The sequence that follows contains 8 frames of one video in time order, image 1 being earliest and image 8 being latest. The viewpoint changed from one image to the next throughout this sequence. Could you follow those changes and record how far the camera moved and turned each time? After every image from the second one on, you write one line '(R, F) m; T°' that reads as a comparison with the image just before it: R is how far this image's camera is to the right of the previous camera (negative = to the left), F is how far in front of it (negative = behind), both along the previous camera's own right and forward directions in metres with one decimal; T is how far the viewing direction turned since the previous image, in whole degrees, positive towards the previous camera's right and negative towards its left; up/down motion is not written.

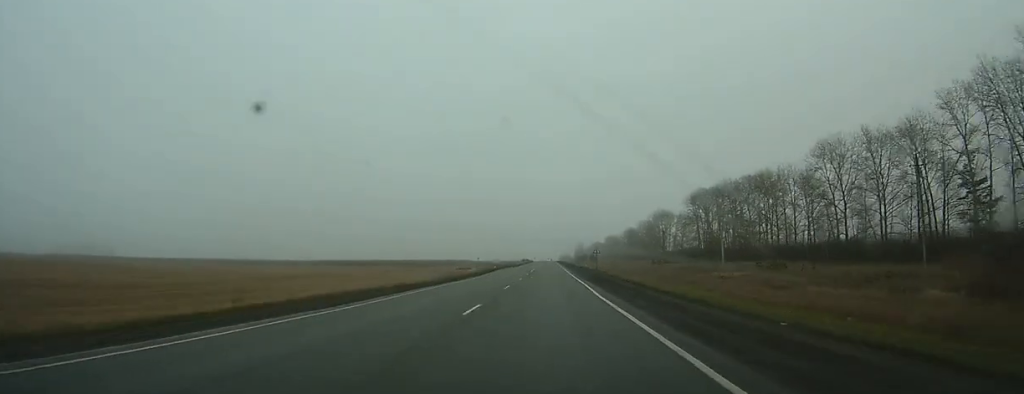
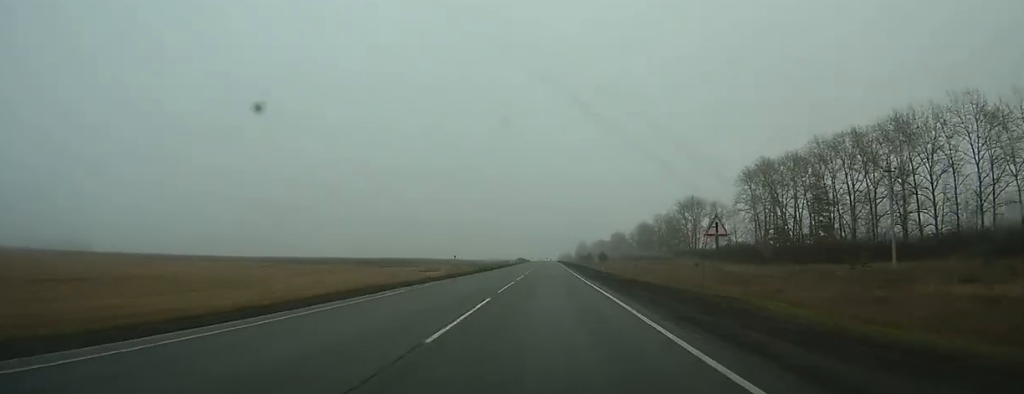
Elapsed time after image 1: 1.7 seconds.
(0.0, +53.1) m; 0°
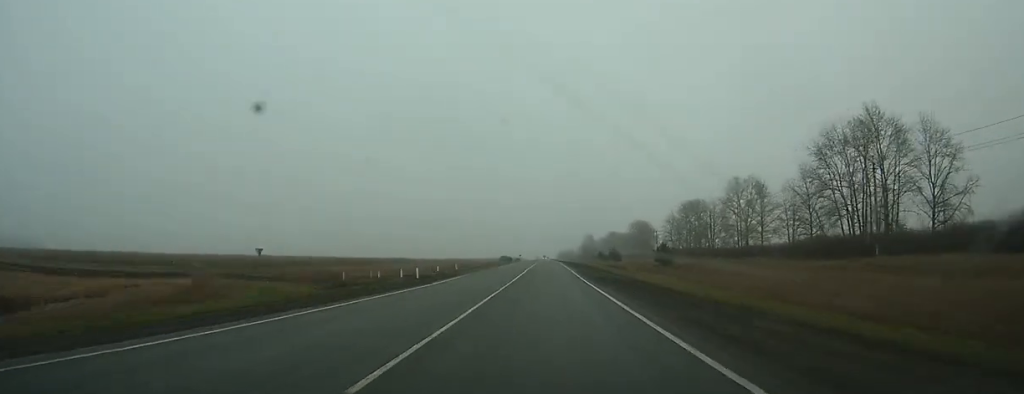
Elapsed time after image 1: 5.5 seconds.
(+0.1, +110.4) m; 0°
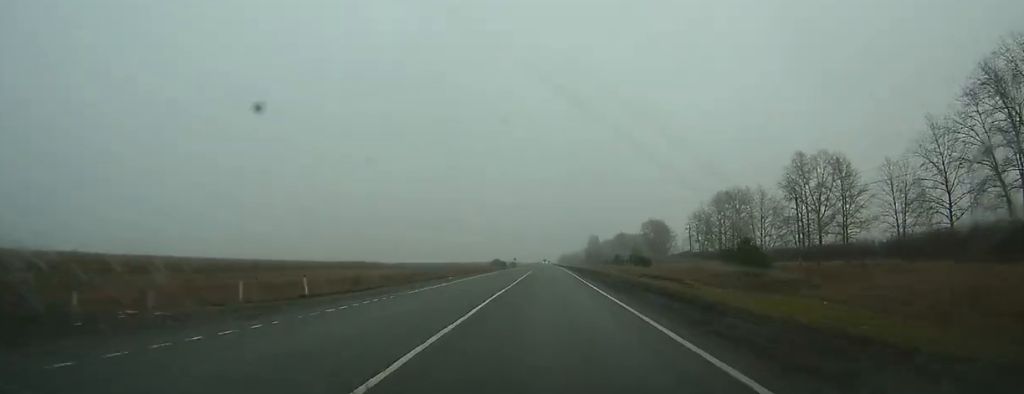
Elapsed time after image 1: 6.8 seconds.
(+0.1, +37.9) m; 0°
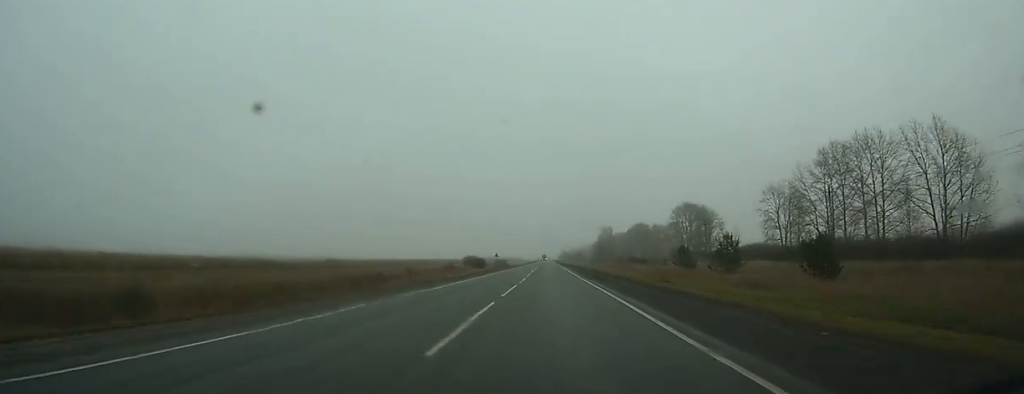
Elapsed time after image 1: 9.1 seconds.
(-0.1, +65.7) m; 0°
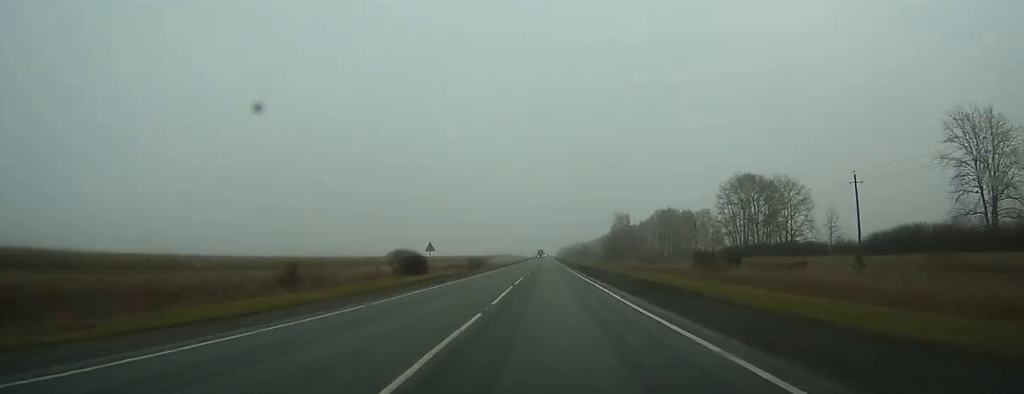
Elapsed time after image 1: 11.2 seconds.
(-0.1, +66.6) m; 0°
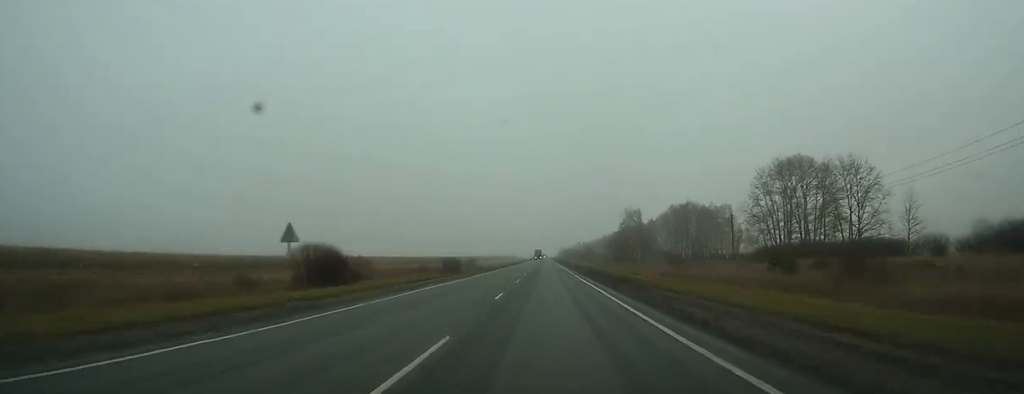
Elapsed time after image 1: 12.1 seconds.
(0.0, +29.3) m; 0°
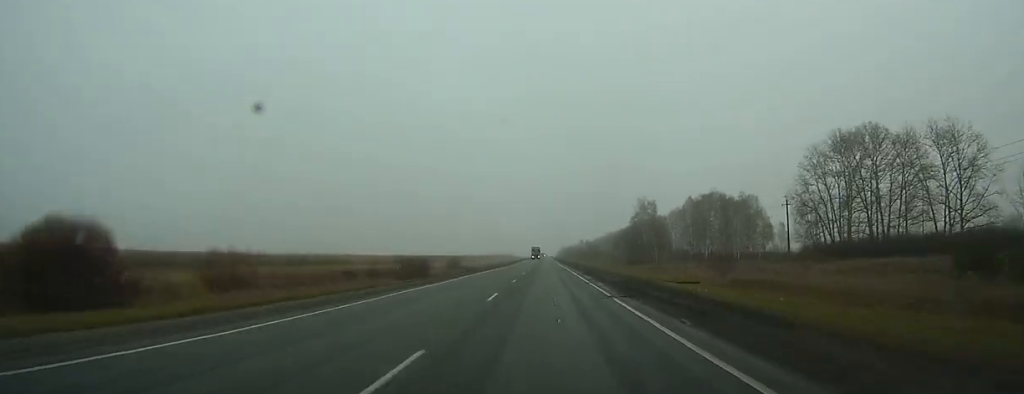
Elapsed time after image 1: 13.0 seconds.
(0.0, +27.0) m; 0°
